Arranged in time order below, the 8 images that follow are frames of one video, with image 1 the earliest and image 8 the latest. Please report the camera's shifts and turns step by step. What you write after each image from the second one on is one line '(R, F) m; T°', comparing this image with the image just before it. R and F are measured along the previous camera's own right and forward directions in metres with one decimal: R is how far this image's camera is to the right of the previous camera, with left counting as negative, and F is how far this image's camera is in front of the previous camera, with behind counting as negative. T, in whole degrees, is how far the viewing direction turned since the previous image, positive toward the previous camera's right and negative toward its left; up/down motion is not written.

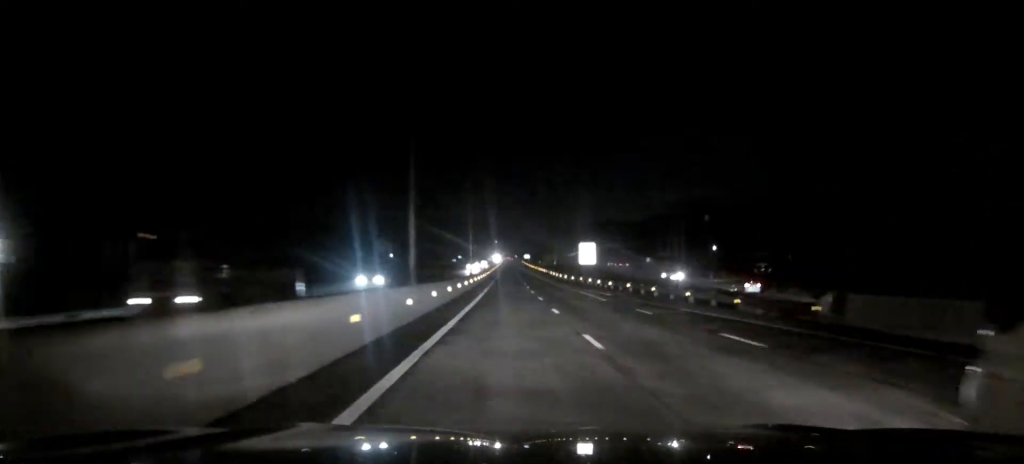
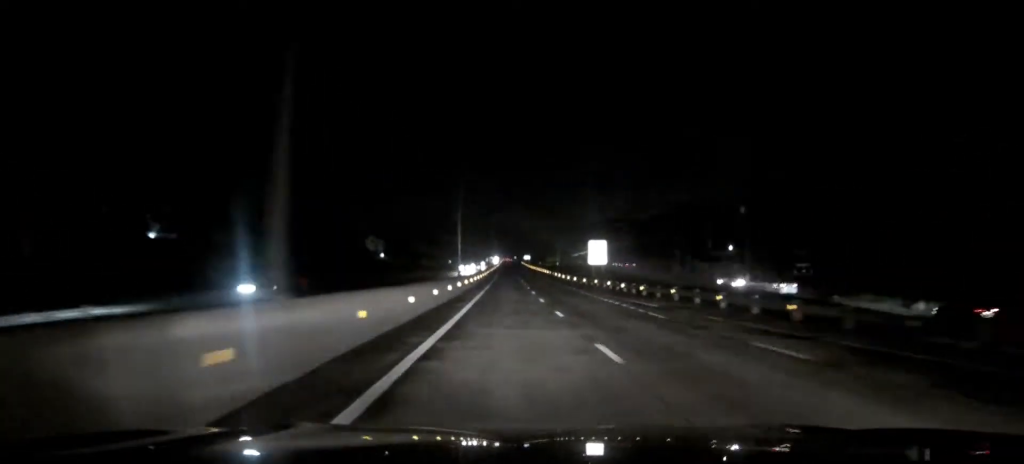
(0.0, +14.7) m; 0°
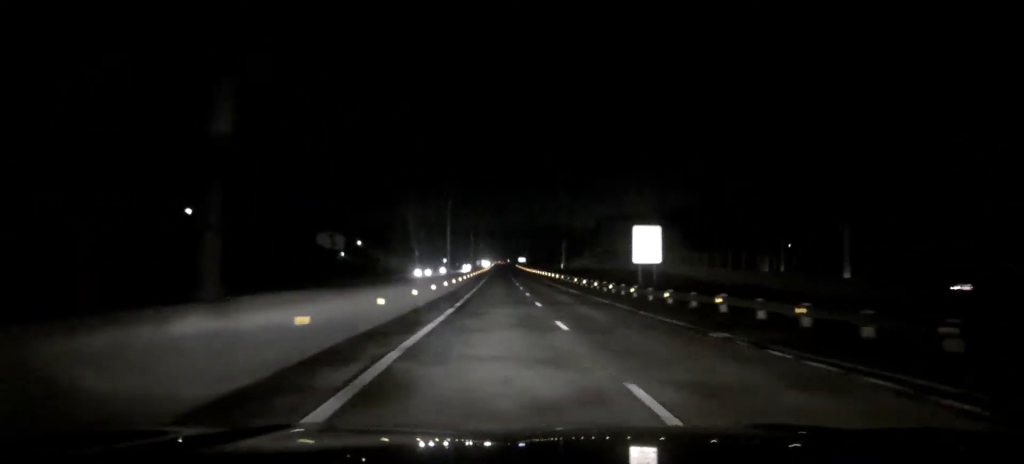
(+0.2, +43.1) m; +1°
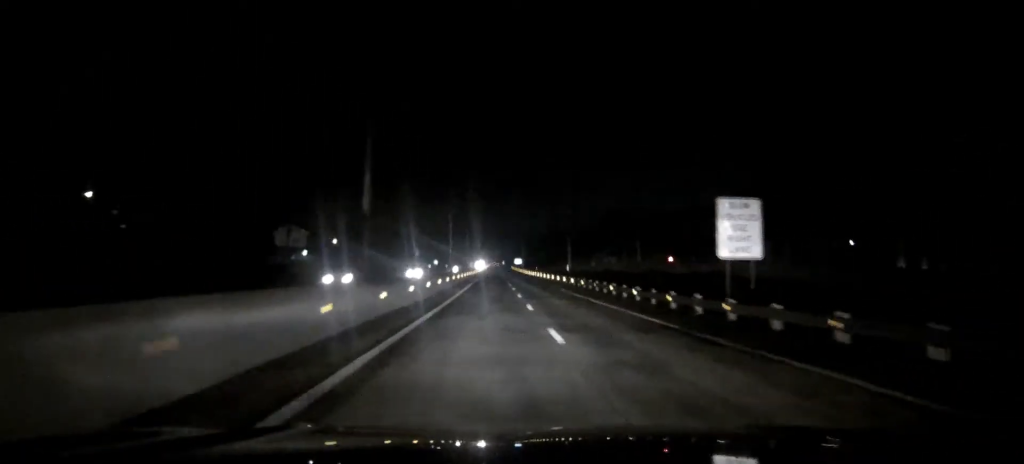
(+0.1, +27.5) m; 0°
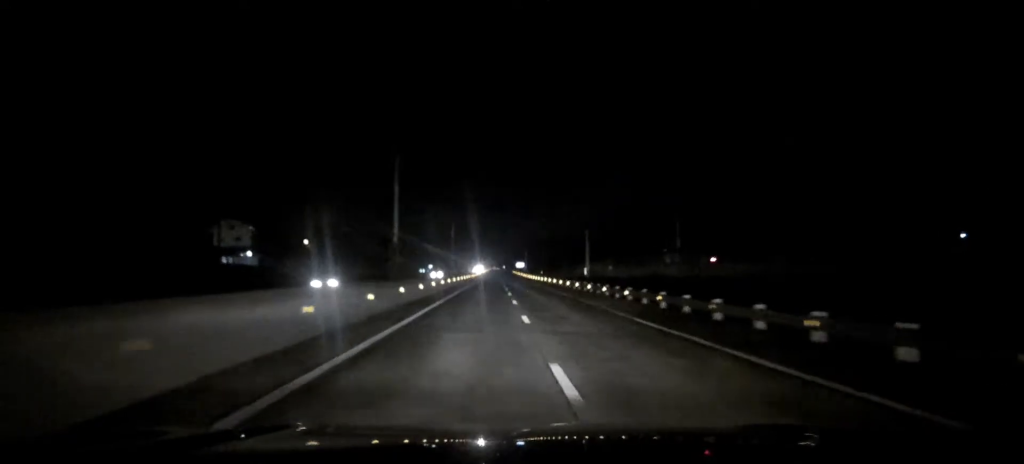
(0.0, +30.6) m; 0°
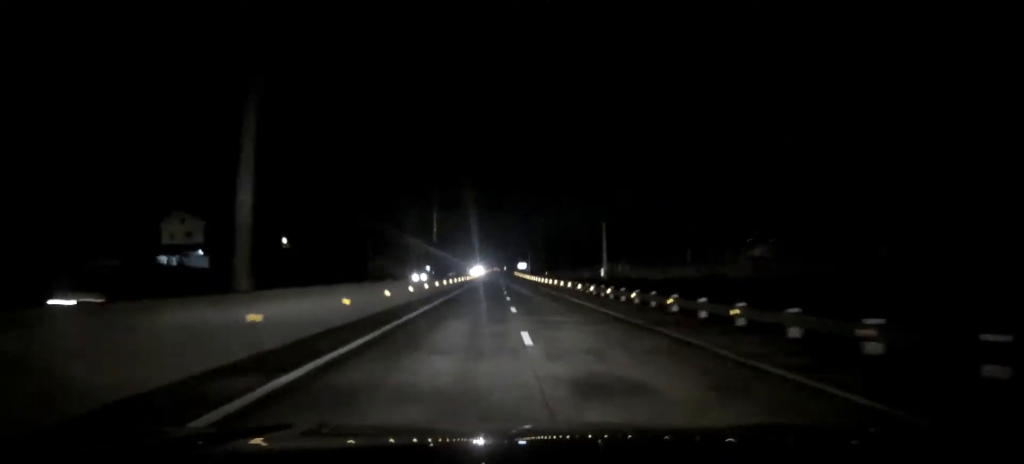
(0.0, +18.3) m; 0°
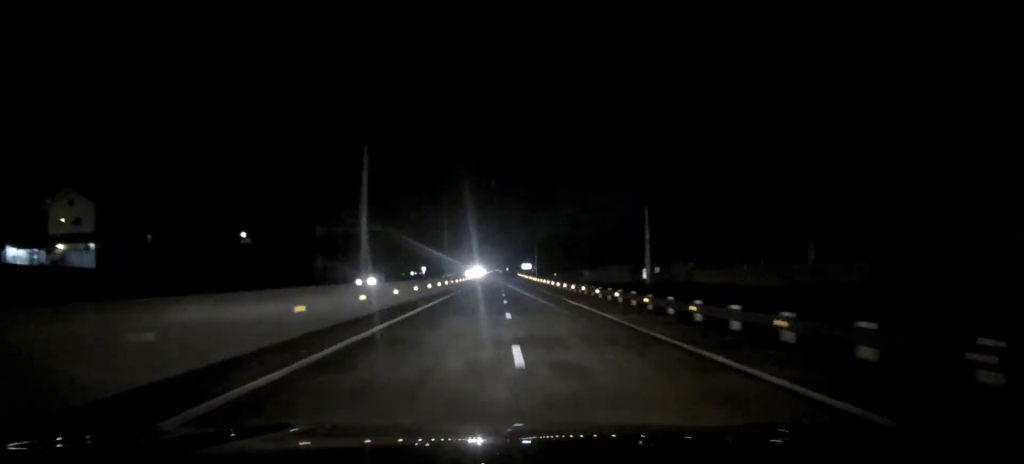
(0.0, +27.1) m; 0°
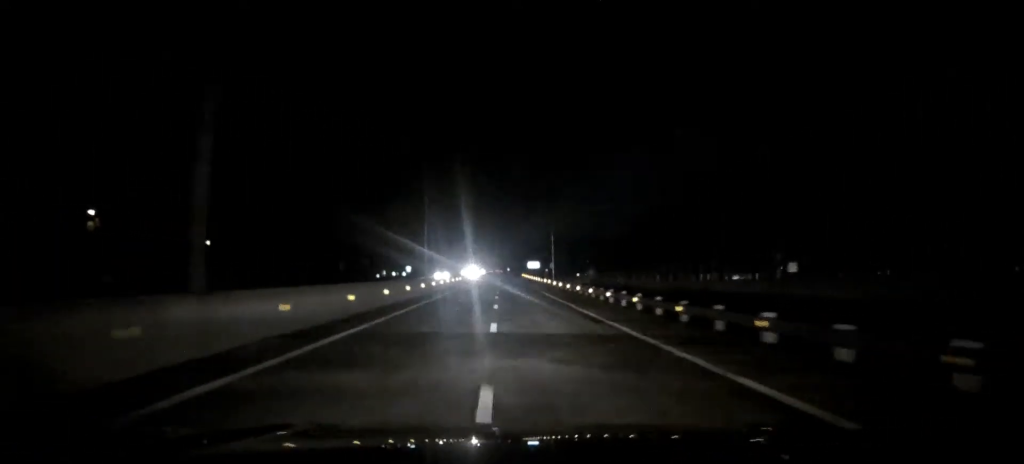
(-0.1, +53.6) m; 0°
